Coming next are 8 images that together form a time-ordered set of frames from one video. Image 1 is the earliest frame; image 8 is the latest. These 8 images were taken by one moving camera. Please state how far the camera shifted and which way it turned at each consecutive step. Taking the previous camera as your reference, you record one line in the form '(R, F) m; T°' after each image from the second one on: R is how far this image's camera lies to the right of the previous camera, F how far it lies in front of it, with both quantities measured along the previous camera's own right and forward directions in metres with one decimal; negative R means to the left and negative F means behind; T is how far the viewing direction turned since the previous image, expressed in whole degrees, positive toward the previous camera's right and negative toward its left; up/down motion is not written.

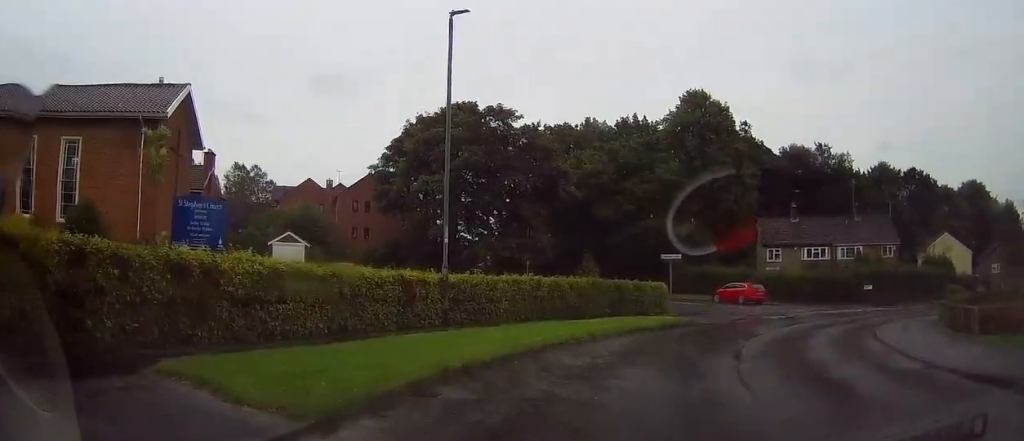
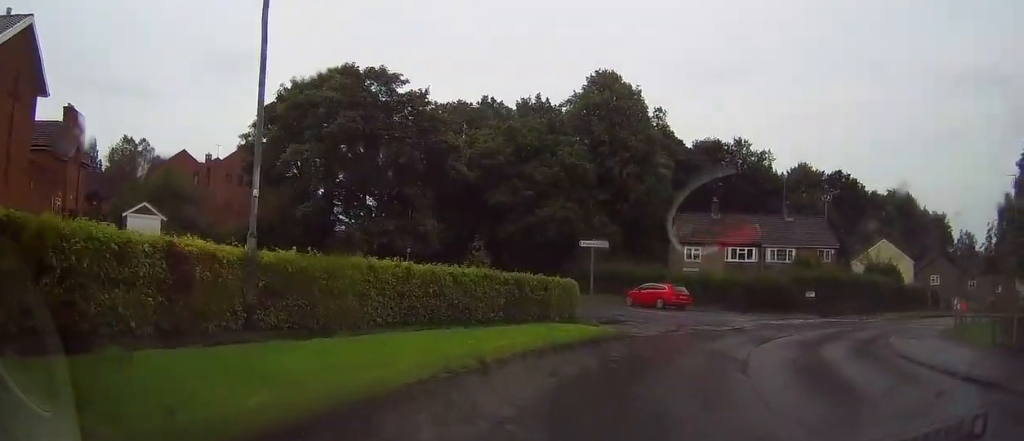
(+0.4, +7.0) m; +11°
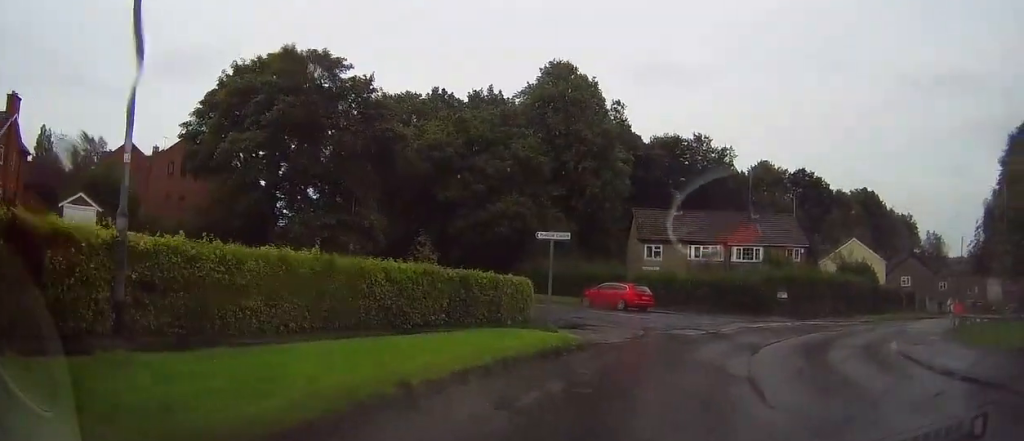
(+0.3, +2.7) m; +6°
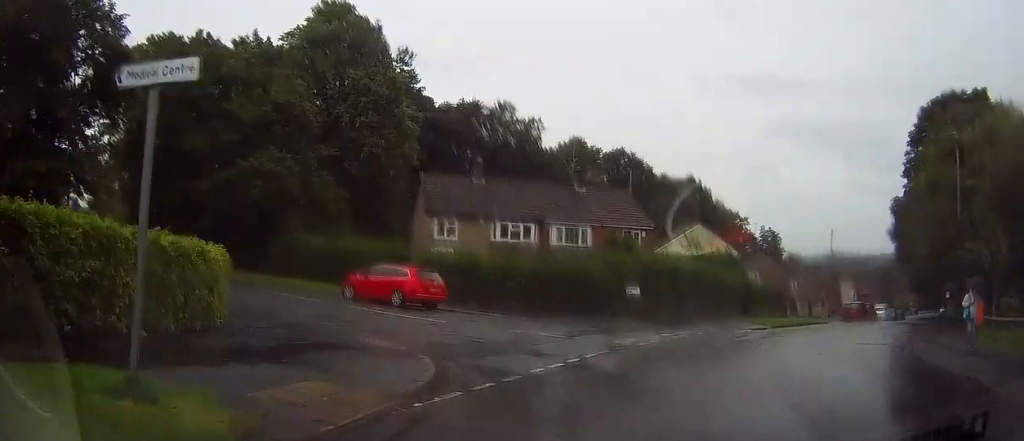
(+2.1, +11.2) m; +19°
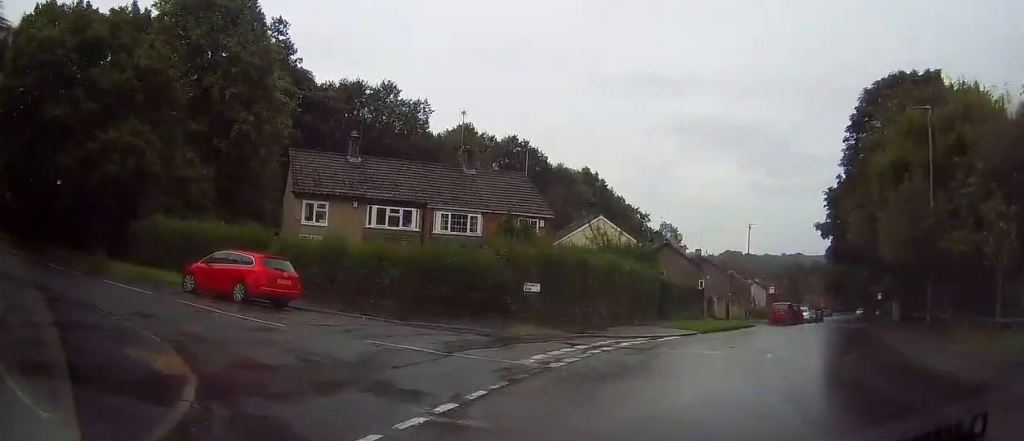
(+0.3, +5.2) m; +6°
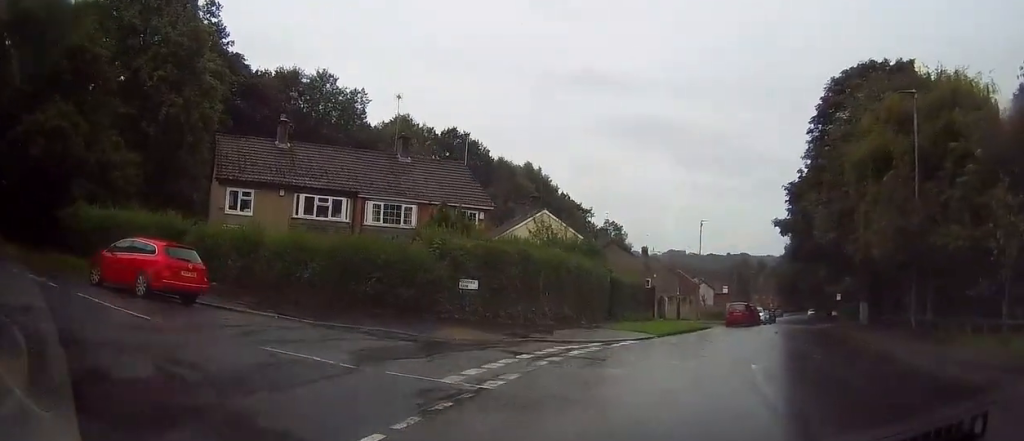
(+0.1, +2.6) m; +3°
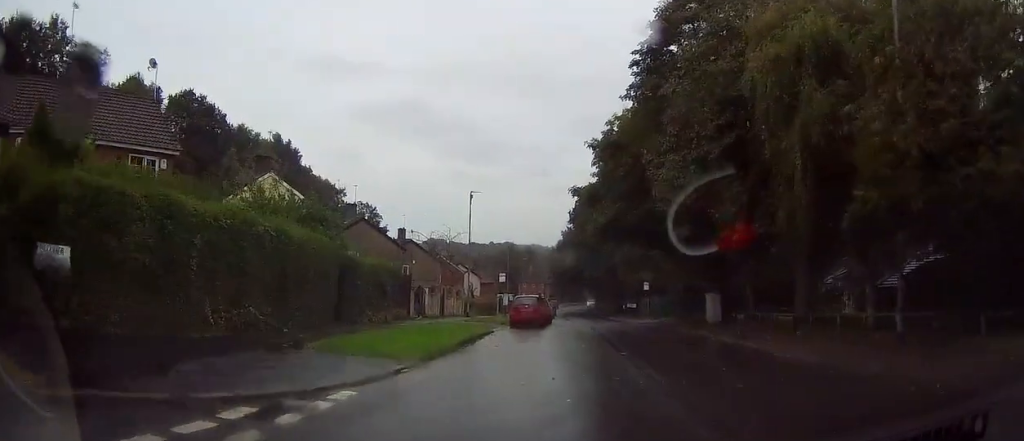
(+2.5, +10.7) m; +24°
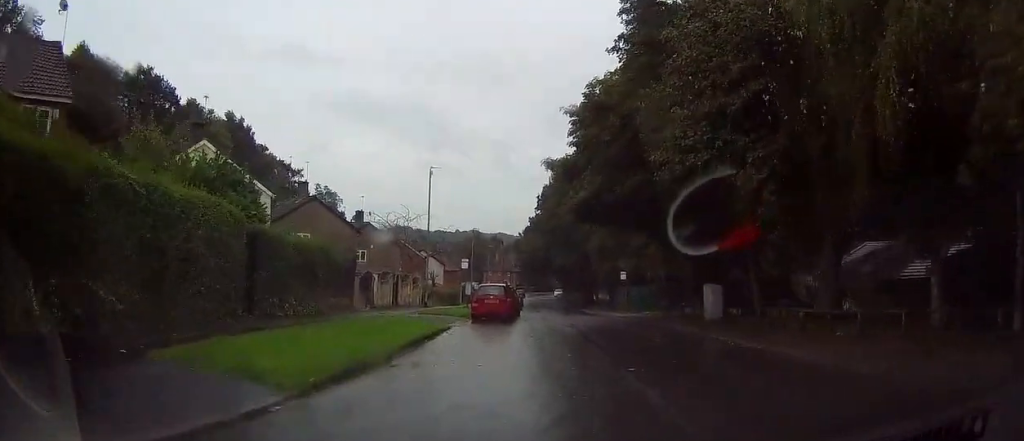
(+0.1, +4.7) m; +4°
